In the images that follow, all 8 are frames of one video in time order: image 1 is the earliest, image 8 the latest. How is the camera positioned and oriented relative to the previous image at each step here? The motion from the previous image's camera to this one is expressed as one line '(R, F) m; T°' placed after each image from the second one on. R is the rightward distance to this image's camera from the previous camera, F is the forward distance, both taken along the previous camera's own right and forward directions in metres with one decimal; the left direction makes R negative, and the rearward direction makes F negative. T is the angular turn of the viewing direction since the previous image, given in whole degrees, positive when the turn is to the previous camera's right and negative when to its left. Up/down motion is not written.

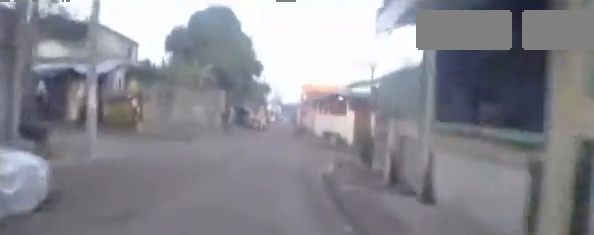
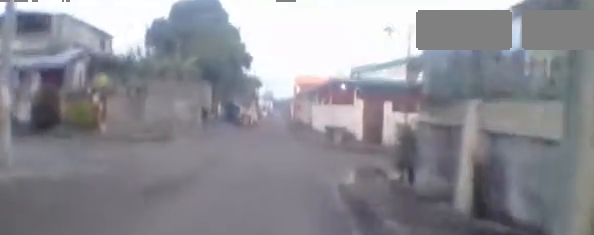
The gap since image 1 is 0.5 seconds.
(0.0, +2.9) m; +4°
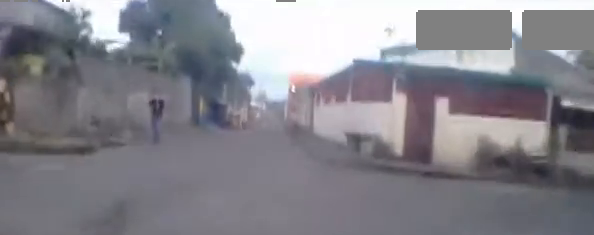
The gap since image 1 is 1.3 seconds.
(+0.8, +4.8) m; +4°
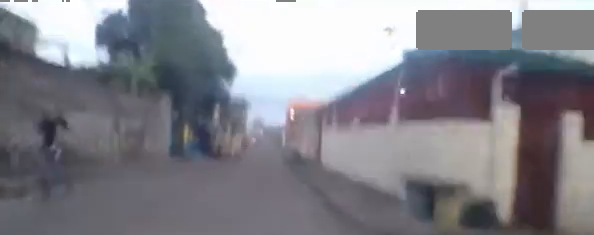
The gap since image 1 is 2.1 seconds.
(-0.4, +4.4) m; -4°
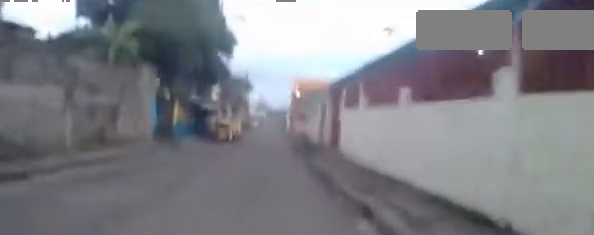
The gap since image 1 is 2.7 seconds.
(-0.1, +3.7) m; -1°
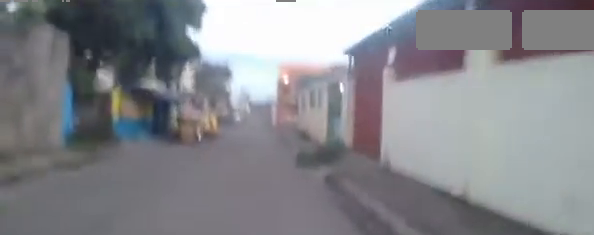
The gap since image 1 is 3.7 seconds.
(+0.1, +6.1) m; 0°
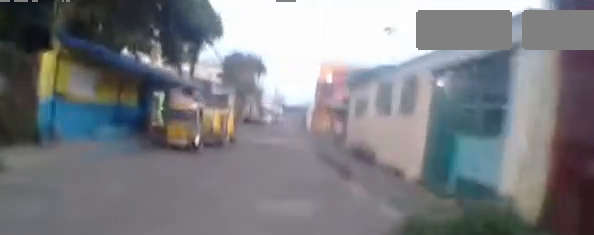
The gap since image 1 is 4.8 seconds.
(0.0, +6.7) m; 0°
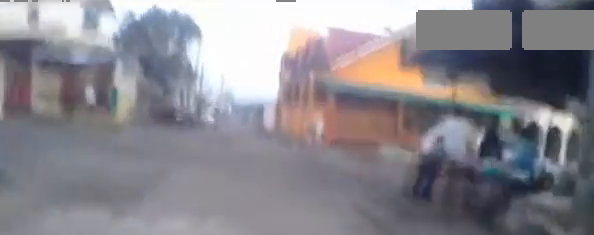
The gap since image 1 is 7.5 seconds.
(+0.4, +14.1) m; -5°
